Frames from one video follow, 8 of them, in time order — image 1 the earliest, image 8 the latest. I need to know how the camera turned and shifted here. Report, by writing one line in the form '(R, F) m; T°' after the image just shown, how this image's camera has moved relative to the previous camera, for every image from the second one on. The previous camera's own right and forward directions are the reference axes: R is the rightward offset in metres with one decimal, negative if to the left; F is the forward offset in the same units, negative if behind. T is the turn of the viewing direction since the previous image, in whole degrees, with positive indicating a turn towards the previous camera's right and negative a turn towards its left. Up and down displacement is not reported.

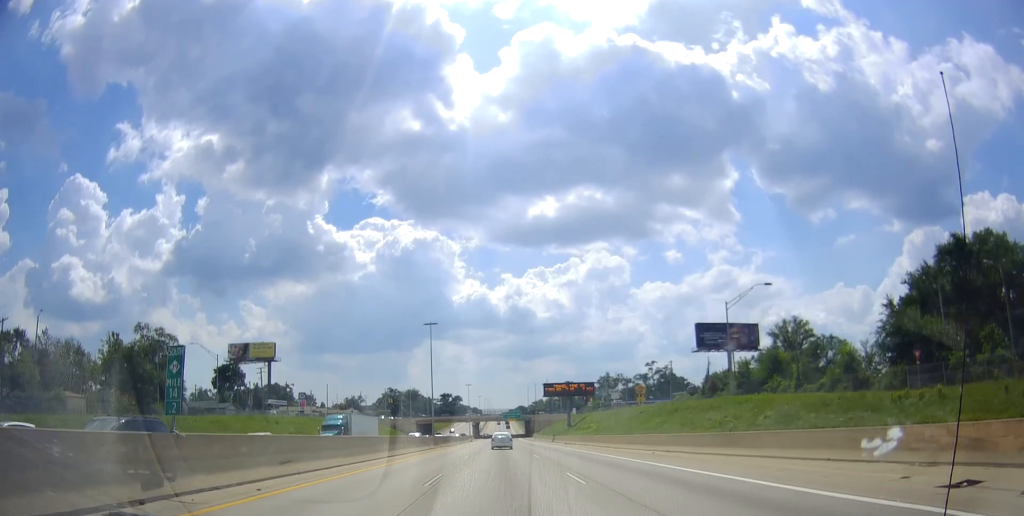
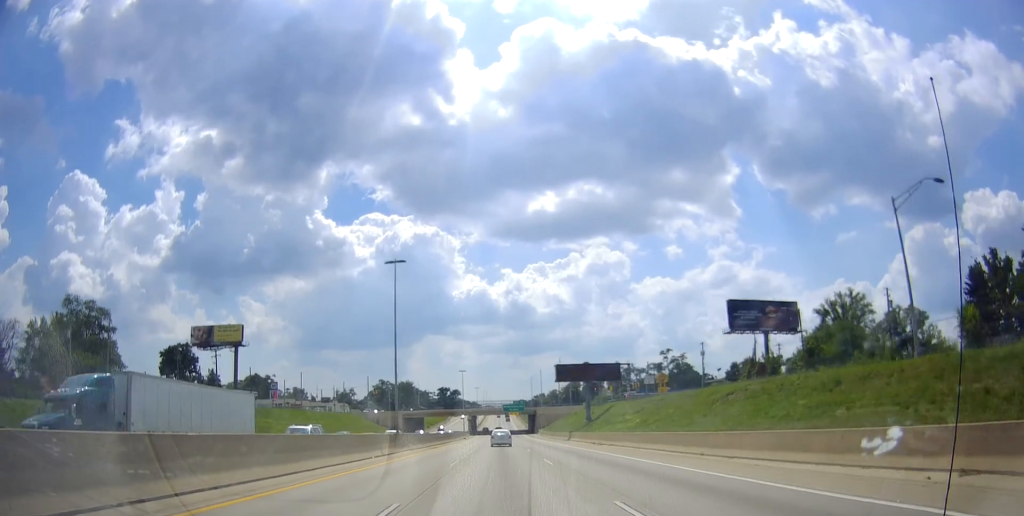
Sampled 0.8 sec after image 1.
(-0.2, +23.2) m; 0°
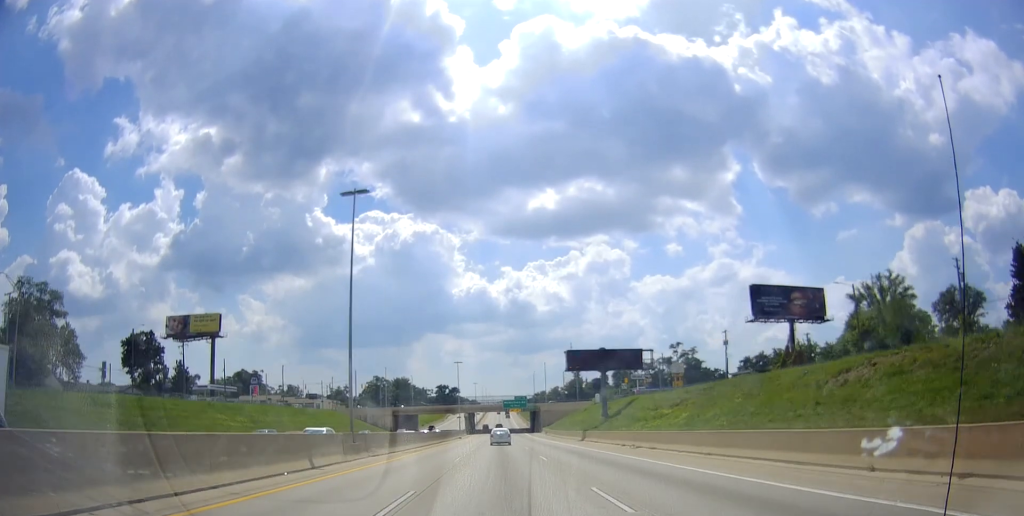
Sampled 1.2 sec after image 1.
(0.0, +13.2) m; 0°
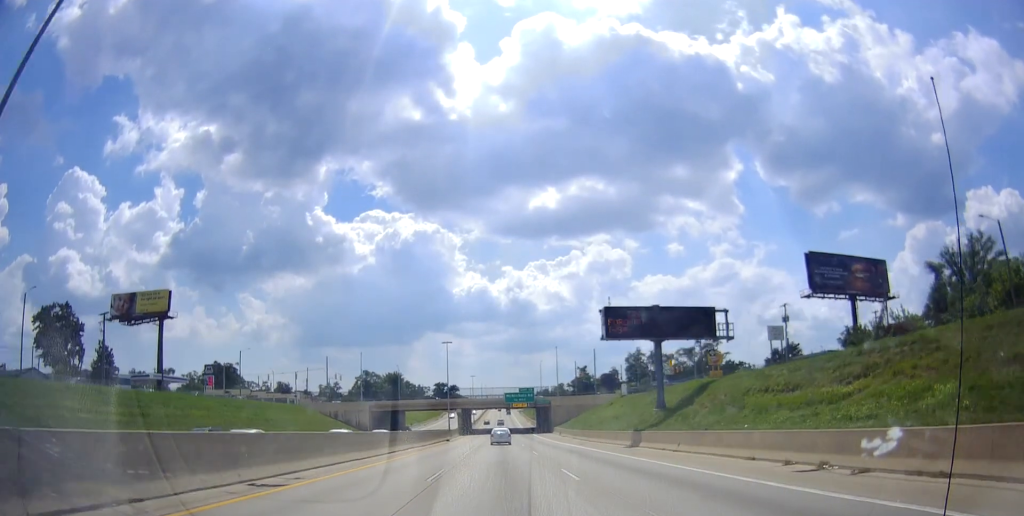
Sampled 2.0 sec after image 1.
(0.0, +24.4) m; +1°
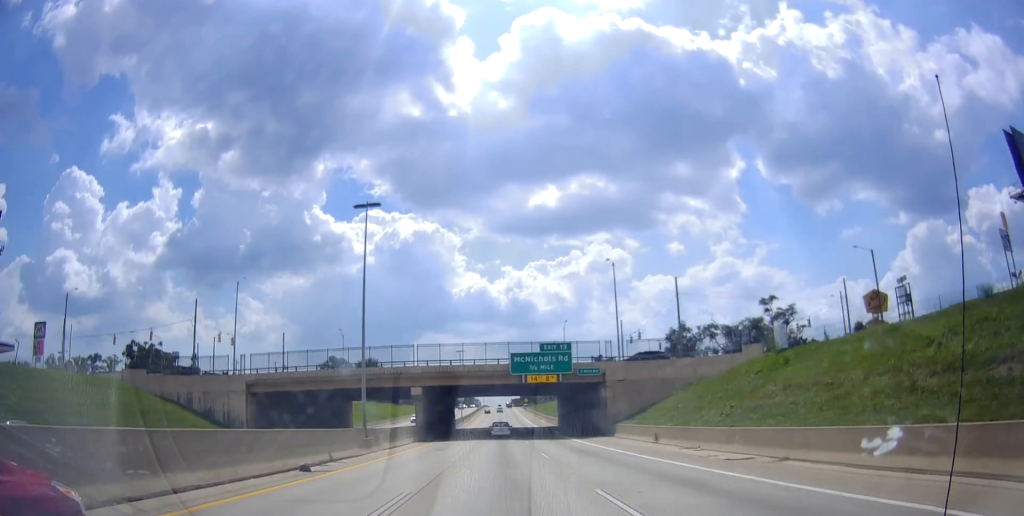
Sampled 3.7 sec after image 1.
(+0.9, +53.5) m; 0°
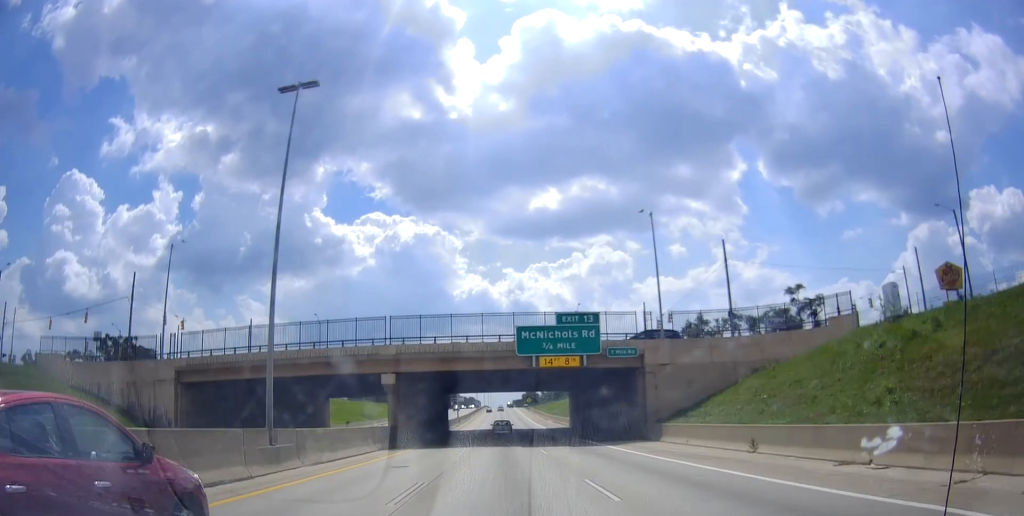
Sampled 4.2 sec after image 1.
(0.0, +13.4) m; -1°
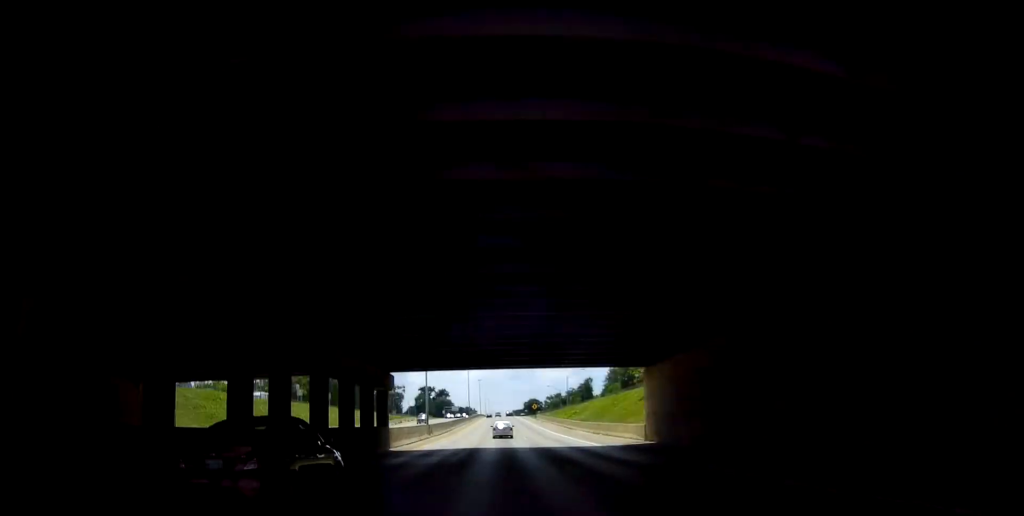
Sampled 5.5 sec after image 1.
(-0.5, +40.8) m; 0°
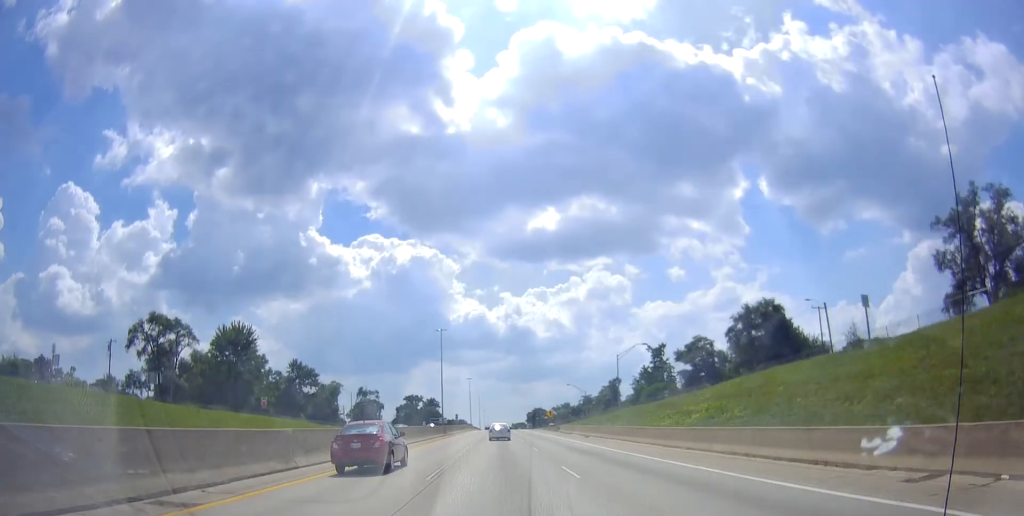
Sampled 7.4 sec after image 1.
(+1.0, +61.7) m; +2°
